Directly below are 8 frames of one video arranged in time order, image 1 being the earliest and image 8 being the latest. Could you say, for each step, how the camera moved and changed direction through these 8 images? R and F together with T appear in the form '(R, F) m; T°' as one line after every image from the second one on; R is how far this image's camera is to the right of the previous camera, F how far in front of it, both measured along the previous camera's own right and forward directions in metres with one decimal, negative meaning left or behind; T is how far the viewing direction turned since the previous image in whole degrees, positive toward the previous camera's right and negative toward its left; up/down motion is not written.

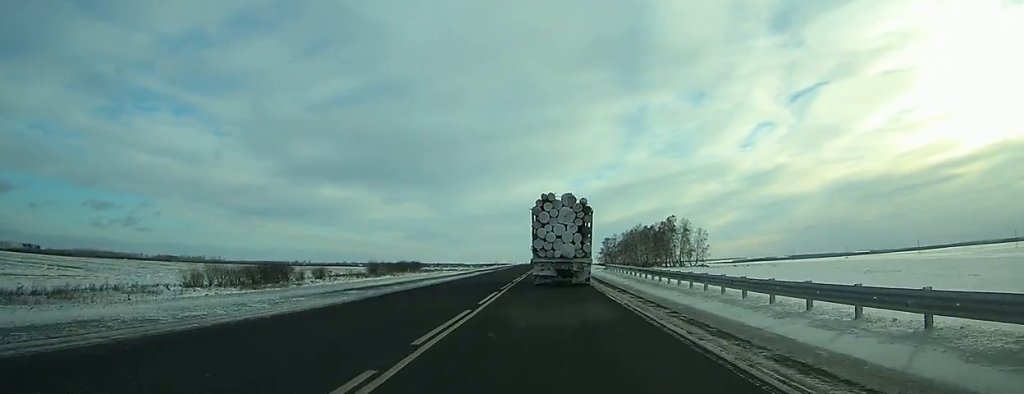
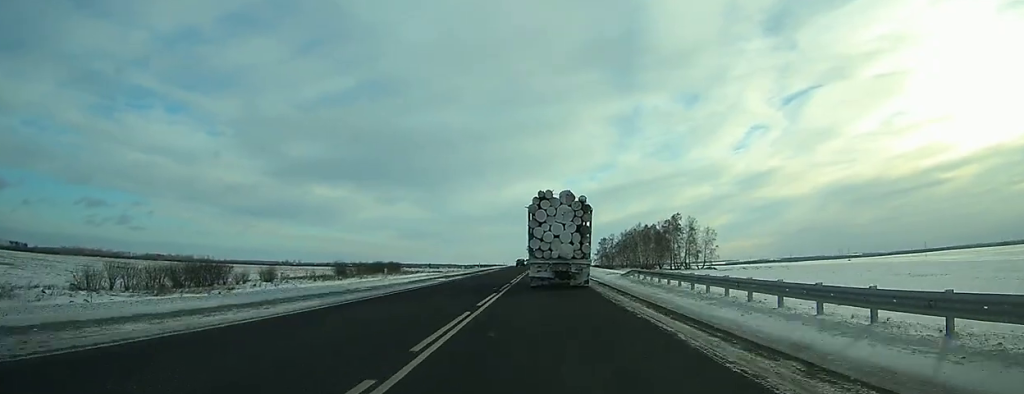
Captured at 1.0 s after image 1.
(0.0, +15.0) m; +1°
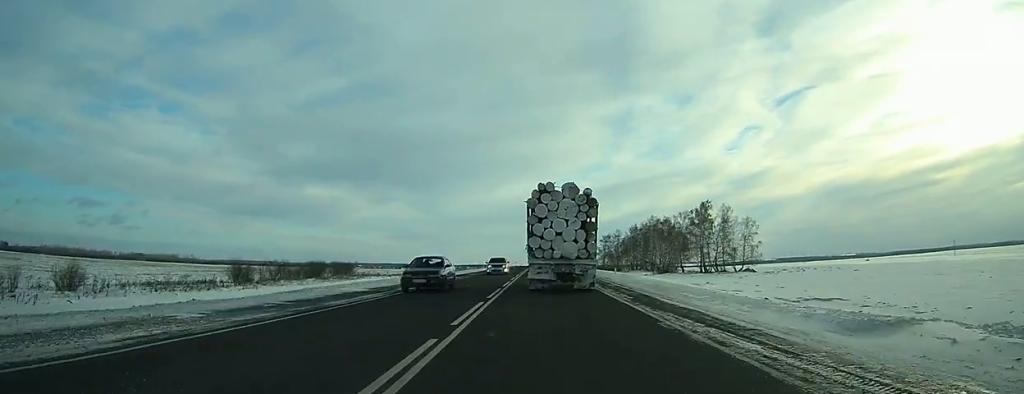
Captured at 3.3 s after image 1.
(+0.5, +33.5) m; +1°
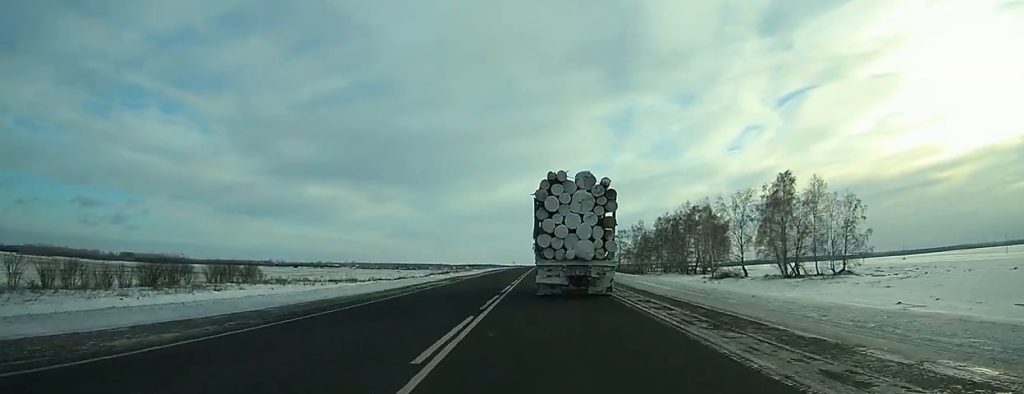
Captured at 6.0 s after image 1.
(-0.1, +41.4) m; -1°
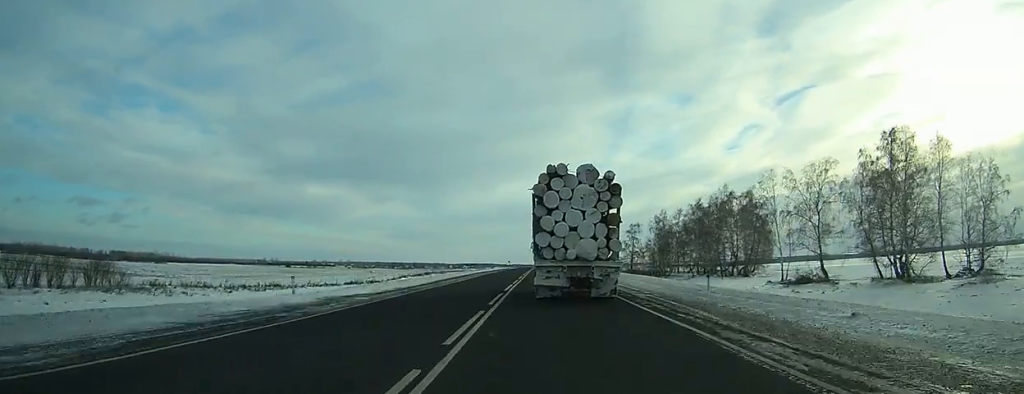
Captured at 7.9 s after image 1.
(-0.5, +30.3) m; -1°
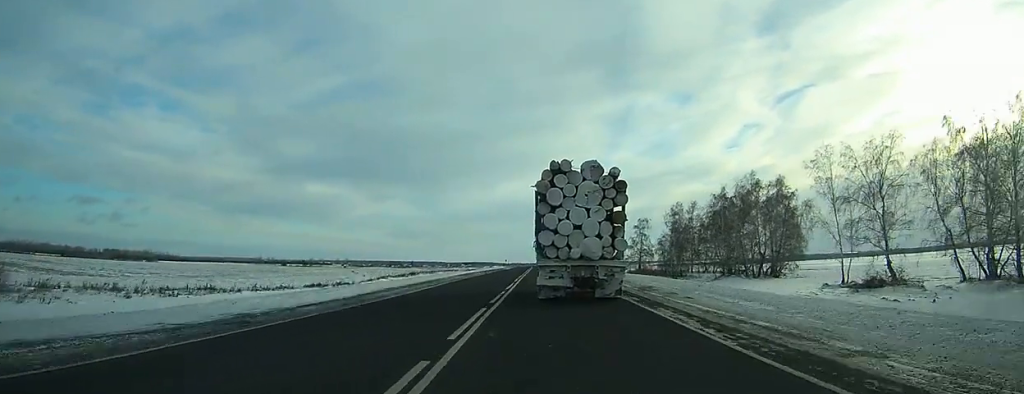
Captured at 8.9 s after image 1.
(0.0, +16.0) m; 0°
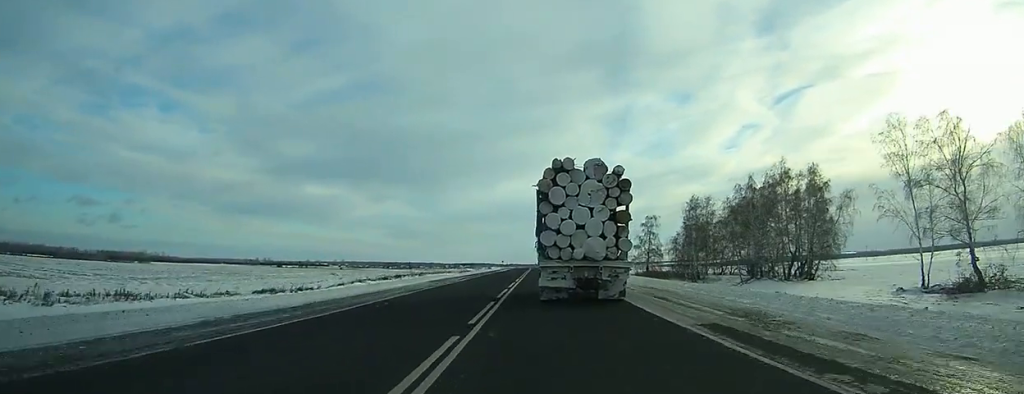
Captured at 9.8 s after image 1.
(0.0, +14.2) m; 0°
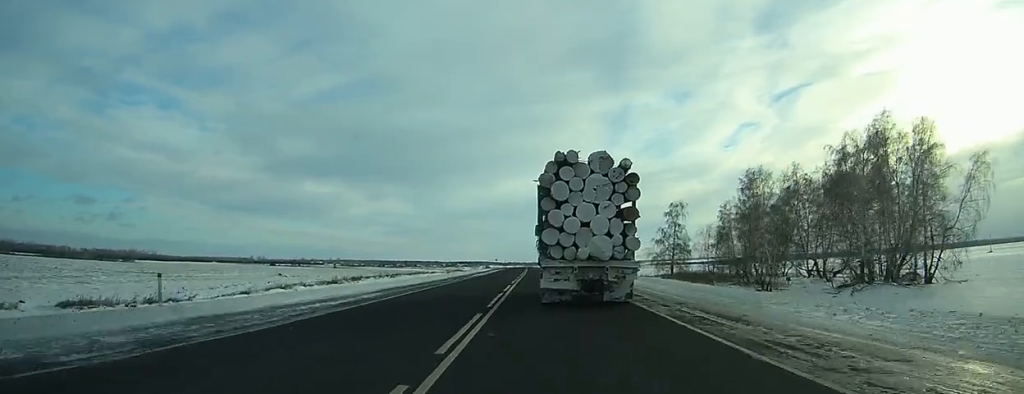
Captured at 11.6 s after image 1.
(+0.1, +30.1) m; 0°
